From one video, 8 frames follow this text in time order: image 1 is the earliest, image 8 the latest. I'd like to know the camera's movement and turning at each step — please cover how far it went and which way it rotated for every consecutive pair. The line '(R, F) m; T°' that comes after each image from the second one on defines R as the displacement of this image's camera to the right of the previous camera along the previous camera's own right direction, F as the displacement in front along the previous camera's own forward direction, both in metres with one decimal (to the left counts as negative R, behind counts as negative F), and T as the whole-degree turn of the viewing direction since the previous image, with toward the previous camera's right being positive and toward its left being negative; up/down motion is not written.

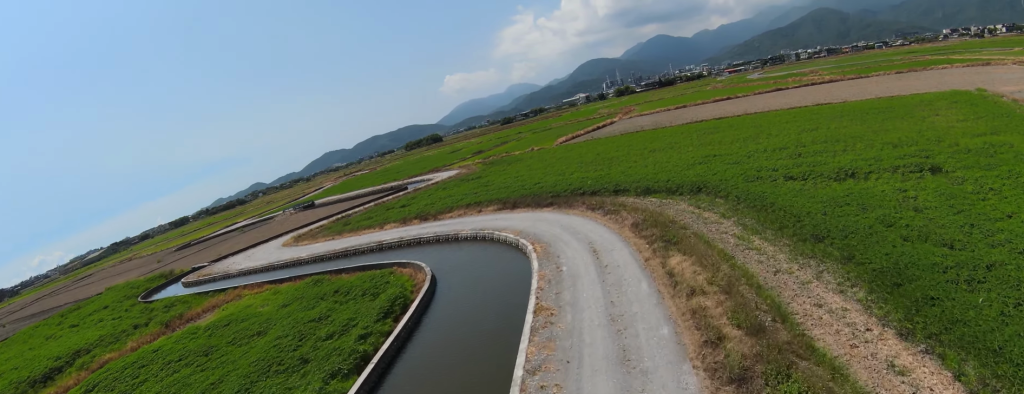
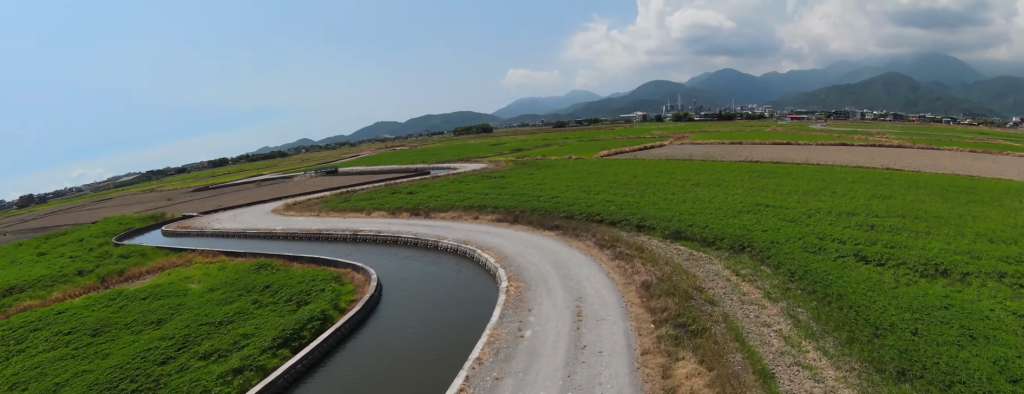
(-1.8, +4.6) m; -20°
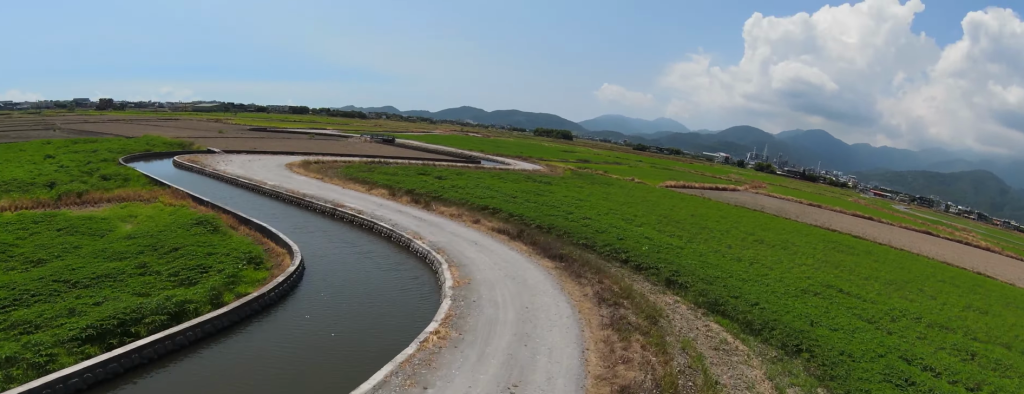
(-0.6, +4.6) m; -19°
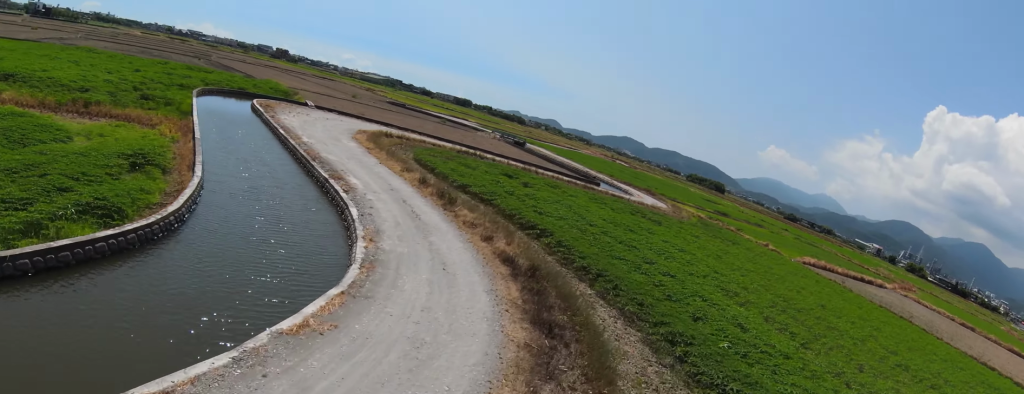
(-1.3, +6.0) m; -21°
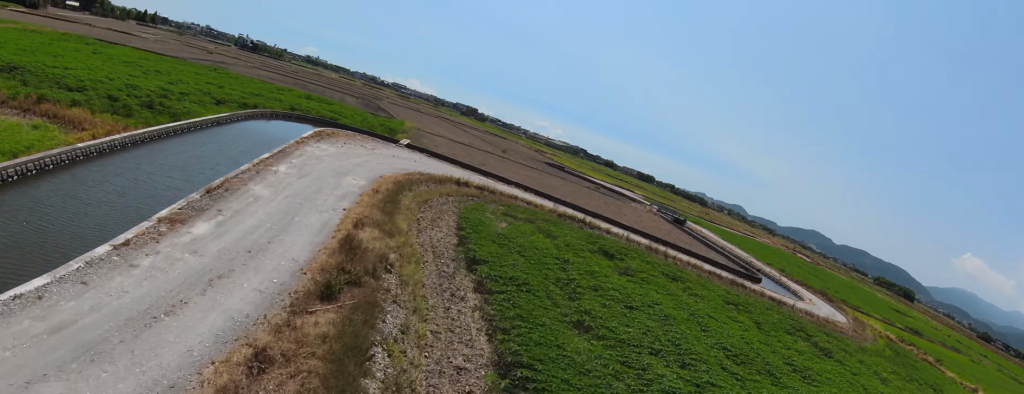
(-2.3, +8.2) m; -51°
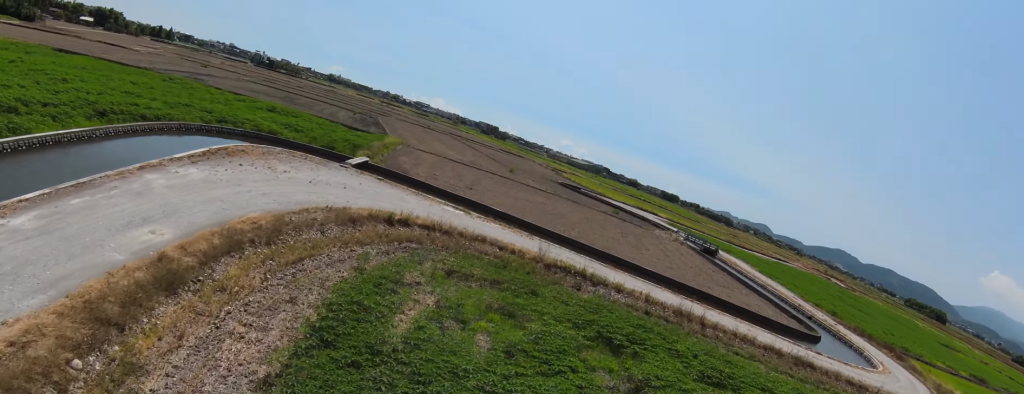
(-4.0, +5.8) m; -52°
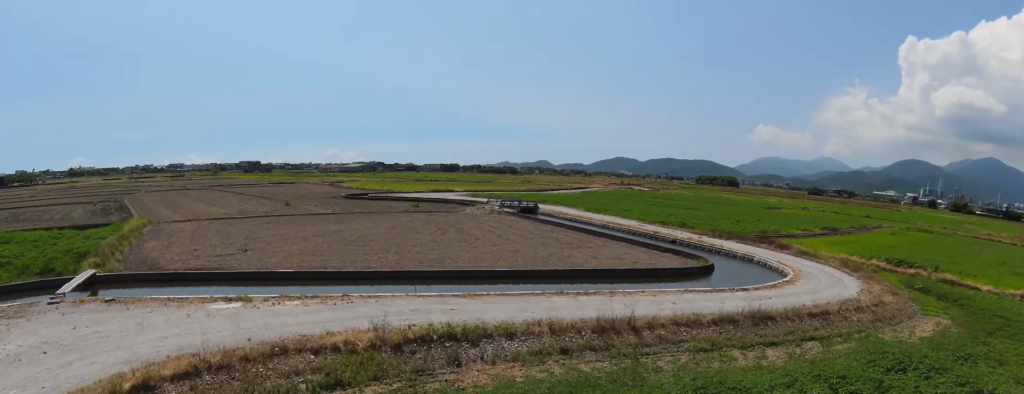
(-1.5, +6.6) m; -10°
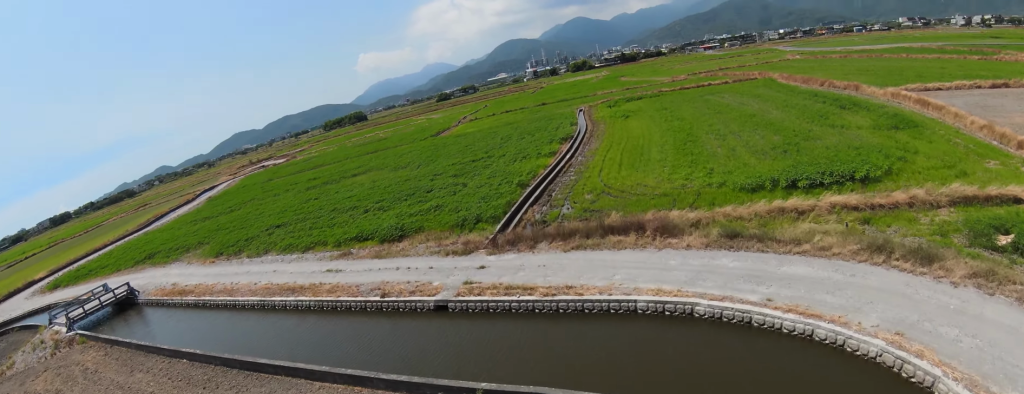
(+0.2, +31.4) m; +9°
